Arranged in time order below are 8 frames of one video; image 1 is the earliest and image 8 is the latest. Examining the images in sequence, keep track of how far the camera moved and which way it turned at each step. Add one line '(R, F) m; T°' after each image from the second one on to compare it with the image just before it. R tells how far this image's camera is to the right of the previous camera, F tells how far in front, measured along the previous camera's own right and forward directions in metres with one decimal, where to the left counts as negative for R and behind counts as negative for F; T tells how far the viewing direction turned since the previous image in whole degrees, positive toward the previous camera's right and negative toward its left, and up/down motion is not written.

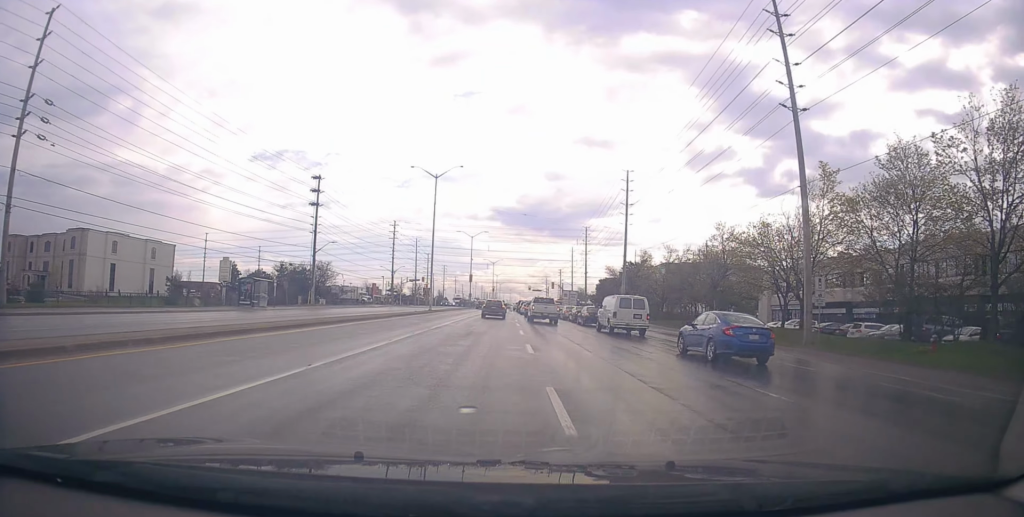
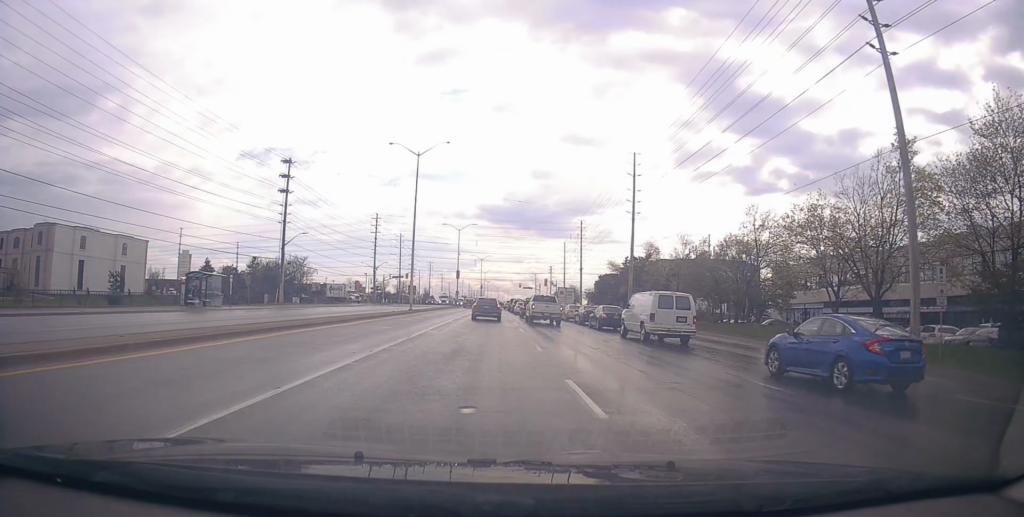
(-0.2, +8.8) m; 0°
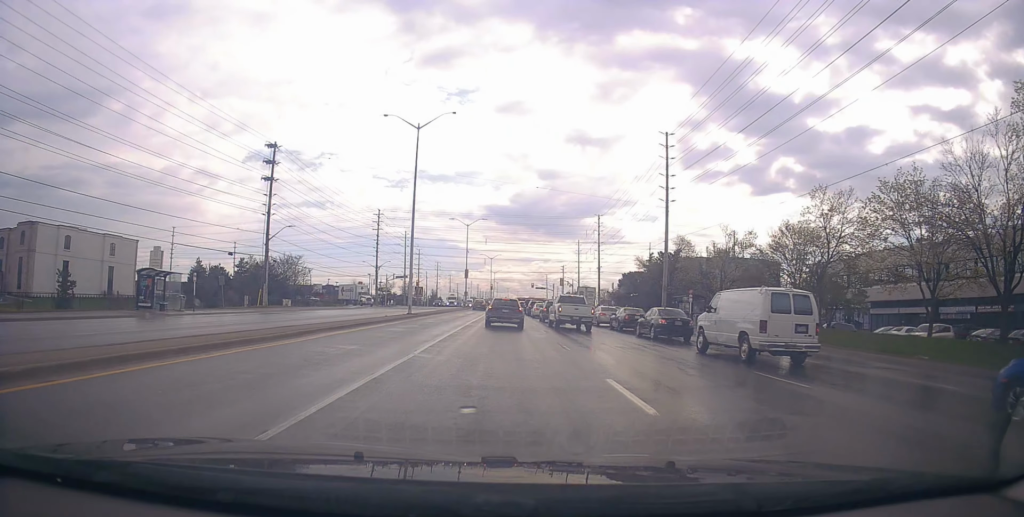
(+0.1, +8.6) m; 0°
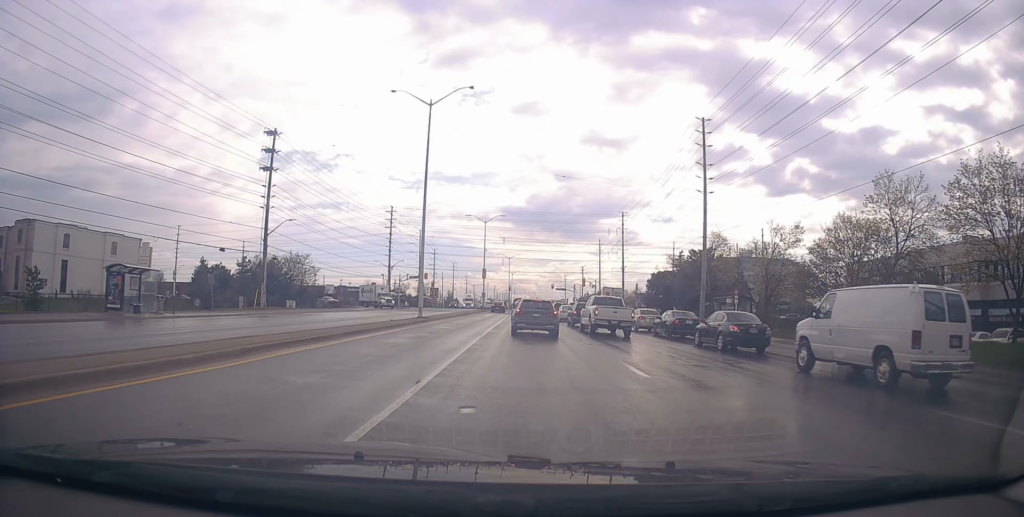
(+0.1, +5.5) m; 0°
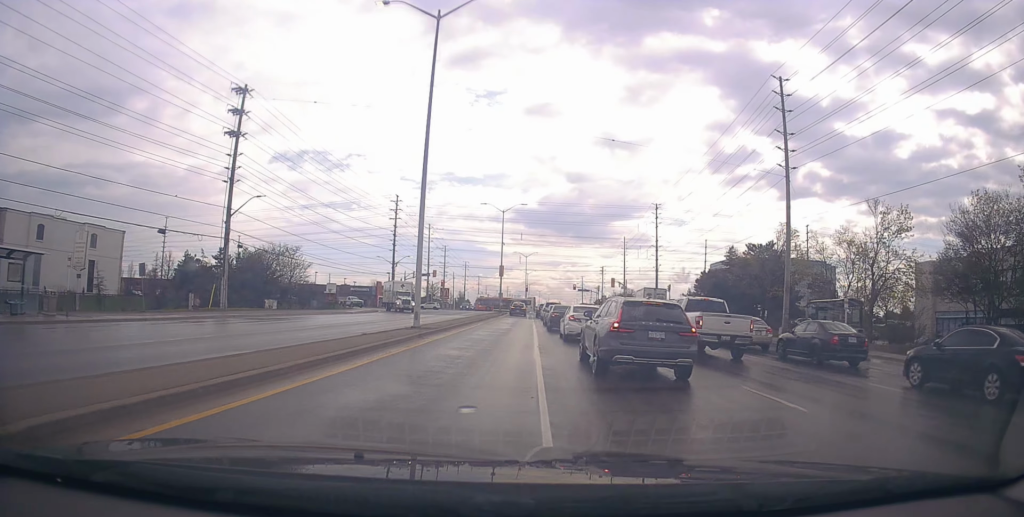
(-0.1, +12.2) m; 0°
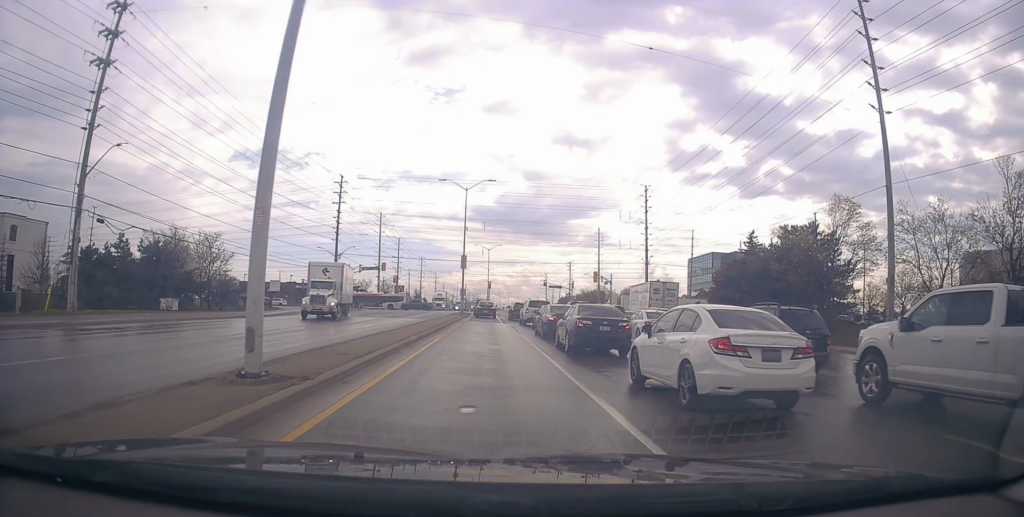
(-0.1, +14.5) m; 0°
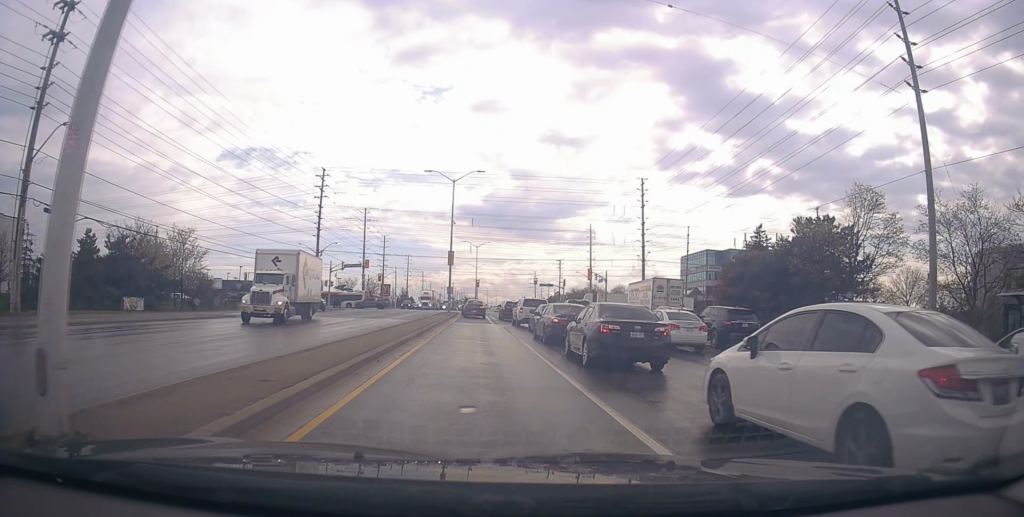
(+0.1, +4.0) m; +2°
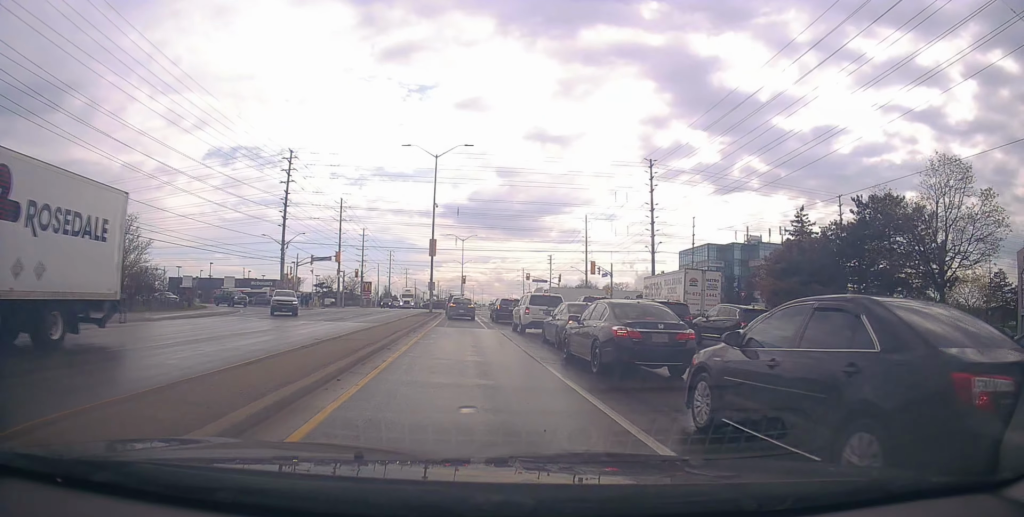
(+0.3, +9.1) m; +3°
